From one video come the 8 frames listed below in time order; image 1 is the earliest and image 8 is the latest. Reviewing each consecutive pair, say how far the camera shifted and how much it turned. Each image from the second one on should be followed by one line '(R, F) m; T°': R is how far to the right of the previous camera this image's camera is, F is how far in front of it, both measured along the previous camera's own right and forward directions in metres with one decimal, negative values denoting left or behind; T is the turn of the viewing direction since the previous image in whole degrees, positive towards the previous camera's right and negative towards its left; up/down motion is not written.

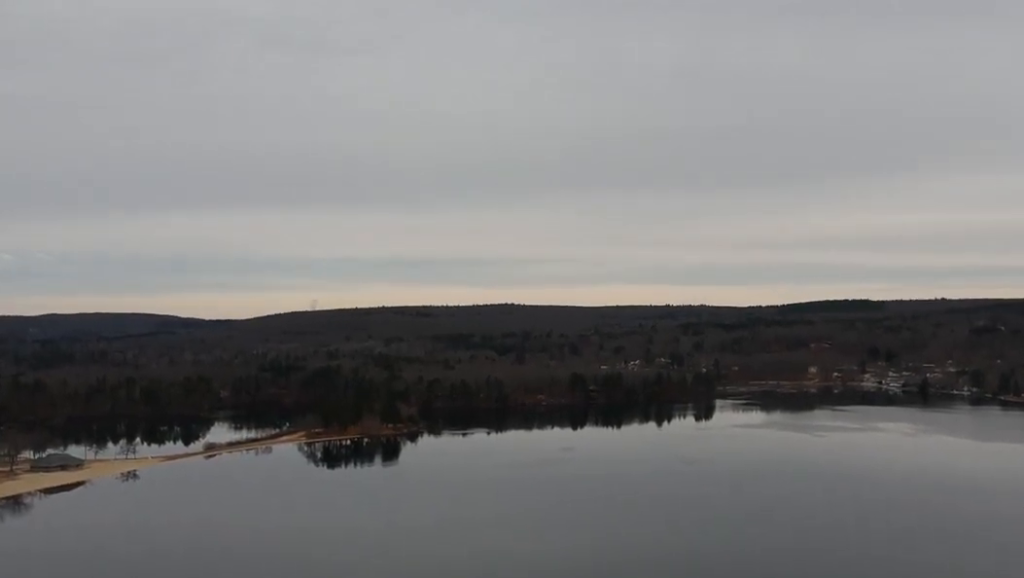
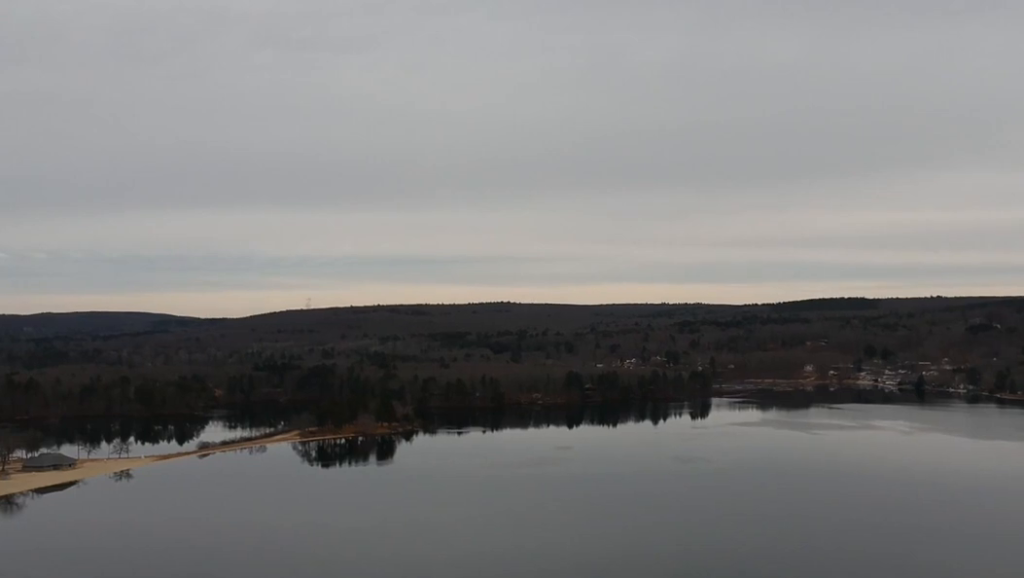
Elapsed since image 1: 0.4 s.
(0.0, +3.4) m; 0°
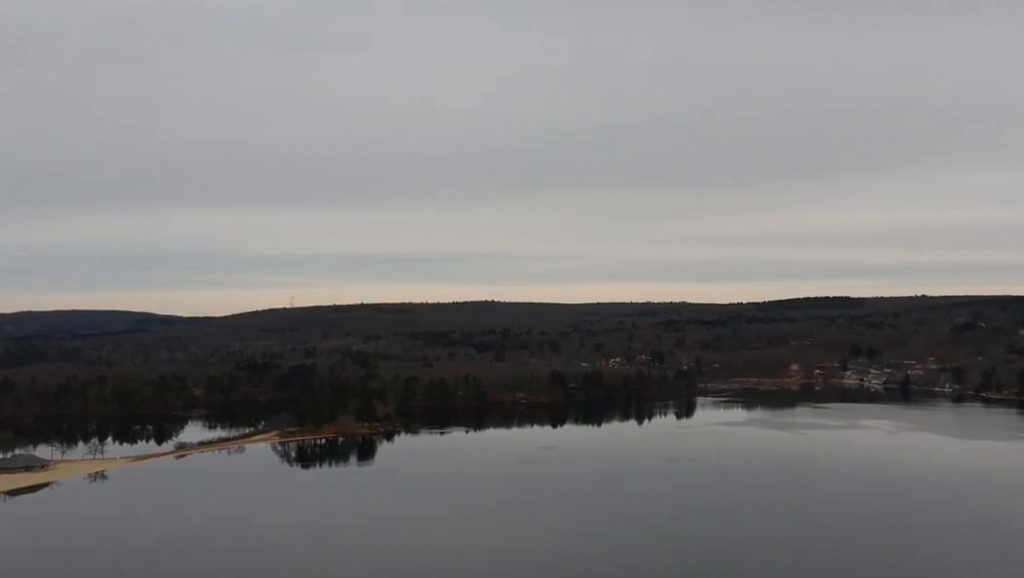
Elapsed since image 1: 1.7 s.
(-0.1, +10.7) m; -1°
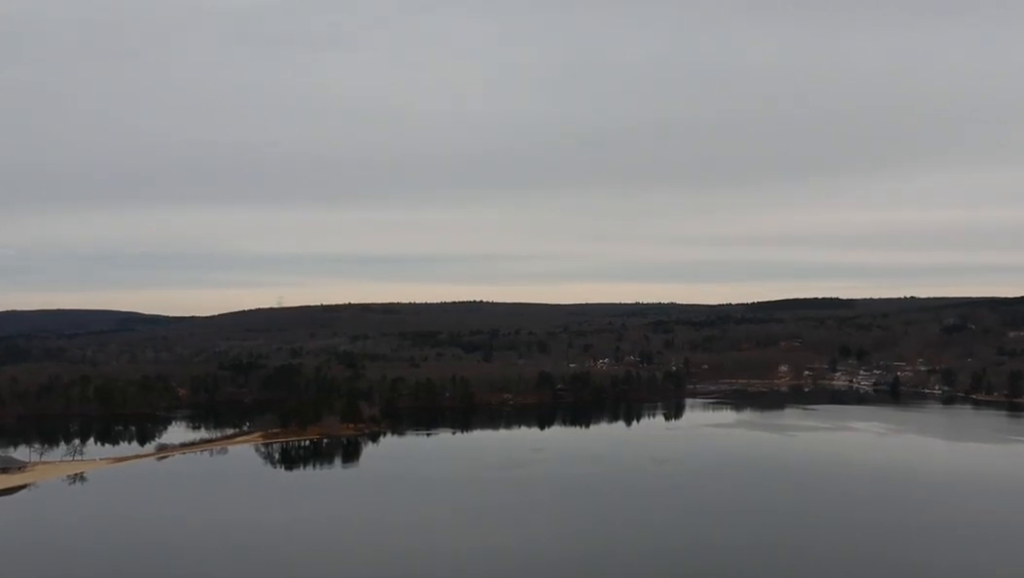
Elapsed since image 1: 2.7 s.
(0.0, +9.0) m; -1°
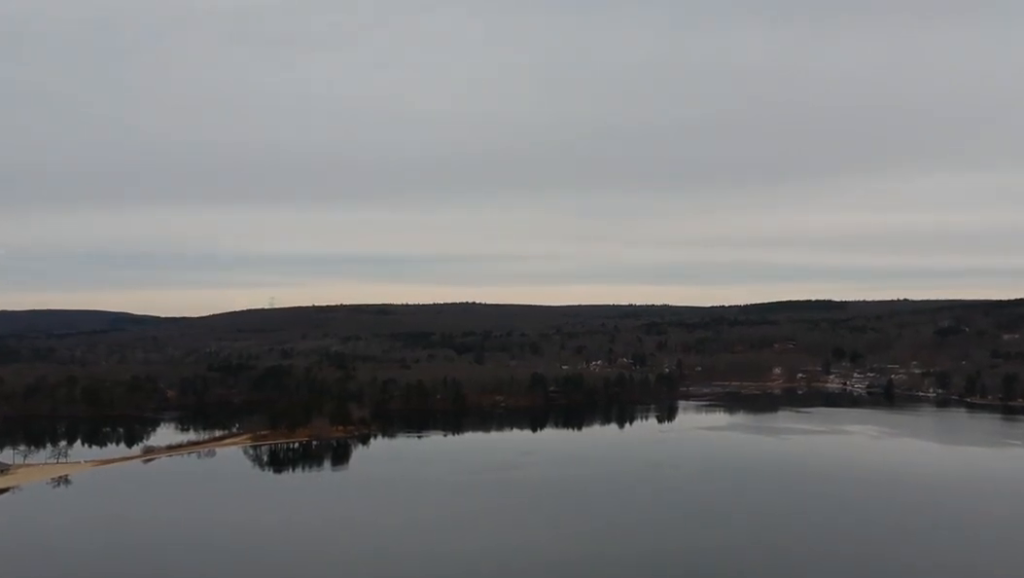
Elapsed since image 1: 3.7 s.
(-0.1, +8.1) m; -1°
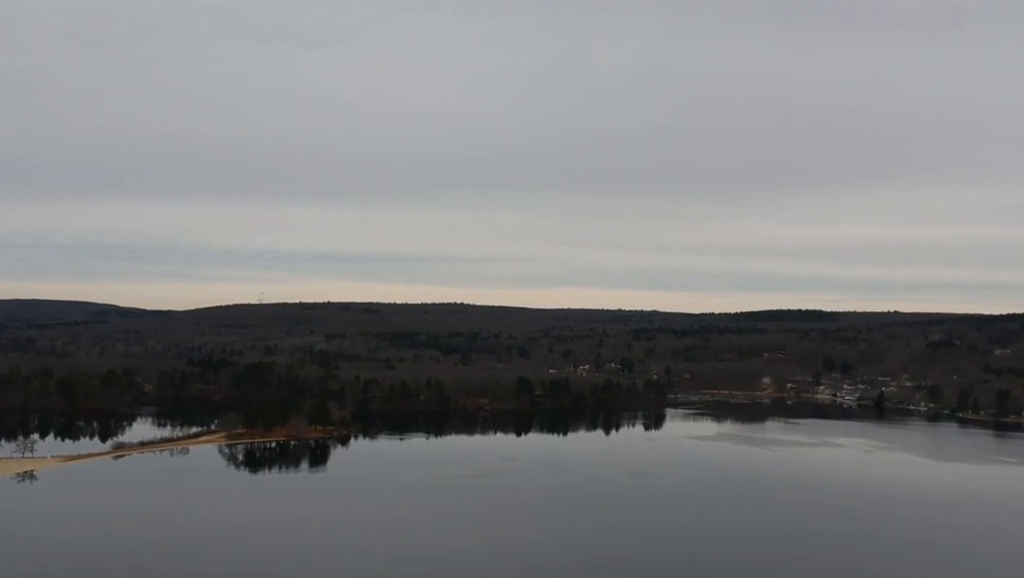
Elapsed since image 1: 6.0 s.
(-0.4, +19.3) m; -2°
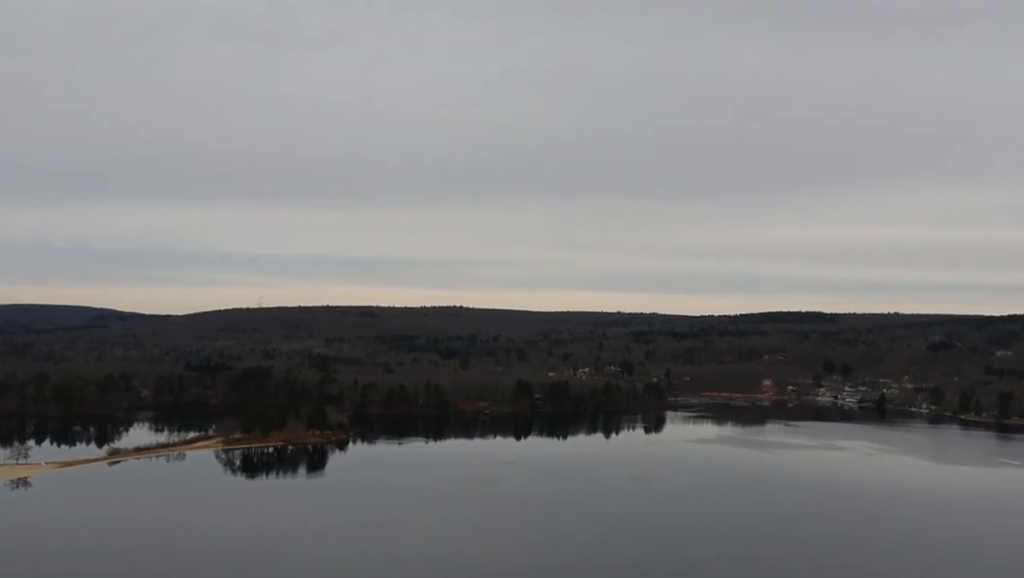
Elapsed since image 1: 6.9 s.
(-0.1, +6.9) m; -1°
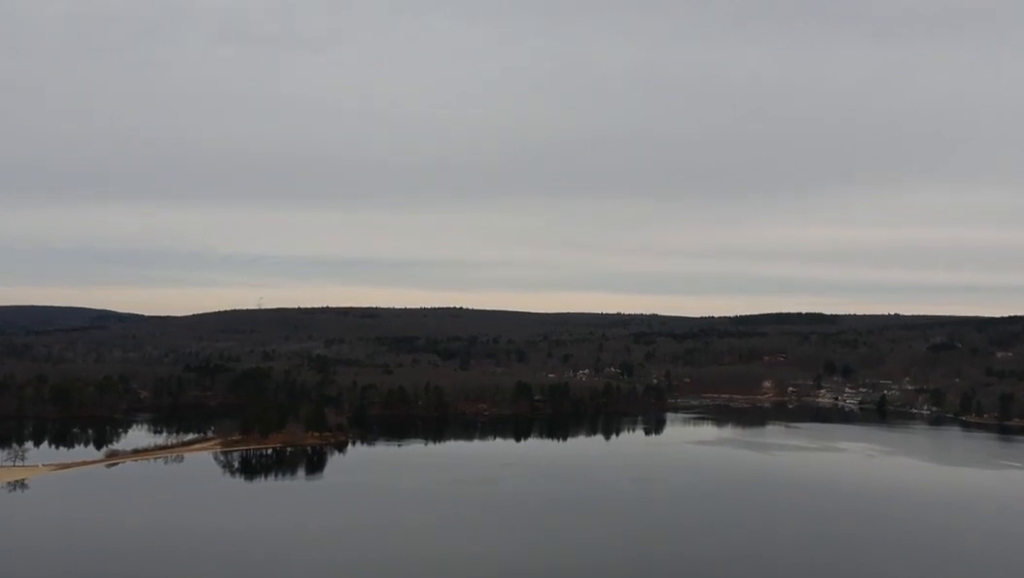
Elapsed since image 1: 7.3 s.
(0.0, +3.1) m; -1°
